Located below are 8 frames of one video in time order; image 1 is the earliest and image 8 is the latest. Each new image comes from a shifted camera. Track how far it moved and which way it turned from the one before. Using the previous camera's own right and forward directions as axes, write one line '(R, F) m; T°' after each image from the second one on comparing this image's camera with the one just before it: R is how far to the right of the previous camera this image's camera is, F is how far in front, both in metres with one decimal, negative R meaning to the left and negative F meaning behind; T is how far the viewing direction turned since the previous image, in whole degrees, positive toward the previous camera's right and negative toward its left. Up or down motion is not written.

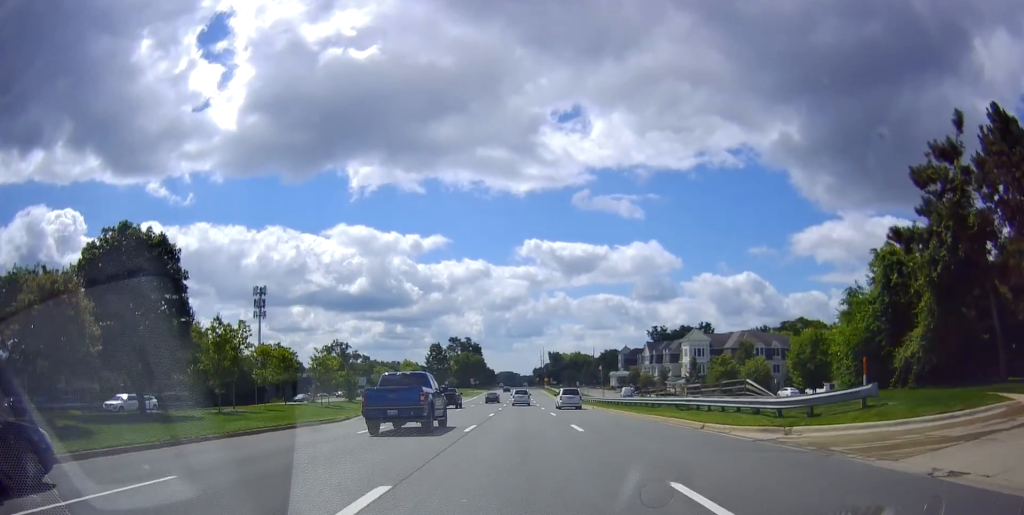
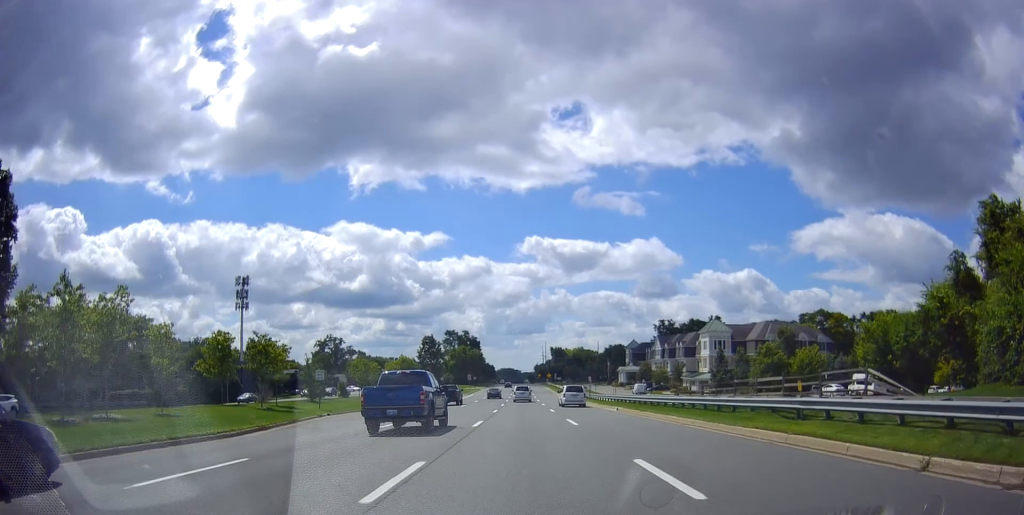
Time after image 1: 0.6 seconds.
(0.0, +12.5) m; 0°
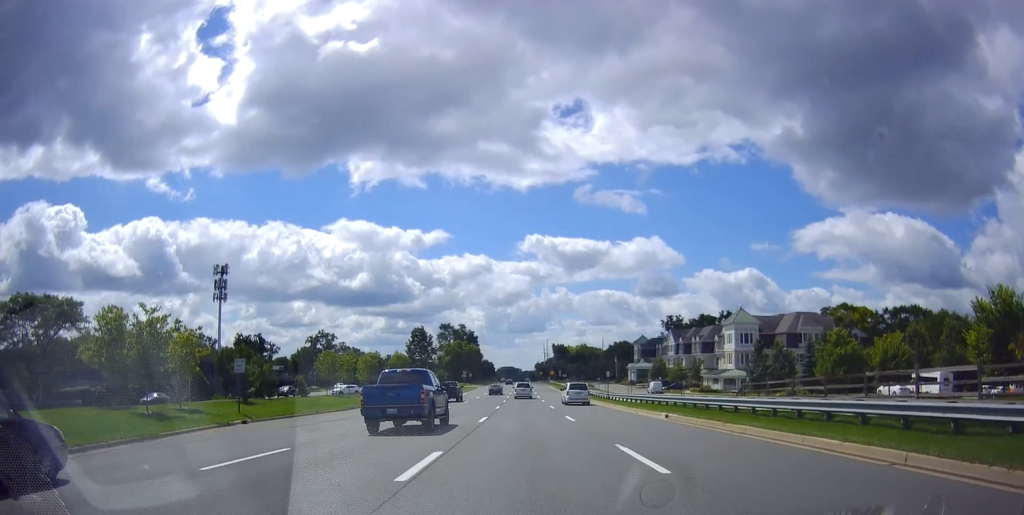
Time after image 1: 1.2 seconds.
(0.0, +13.3) m; 0°
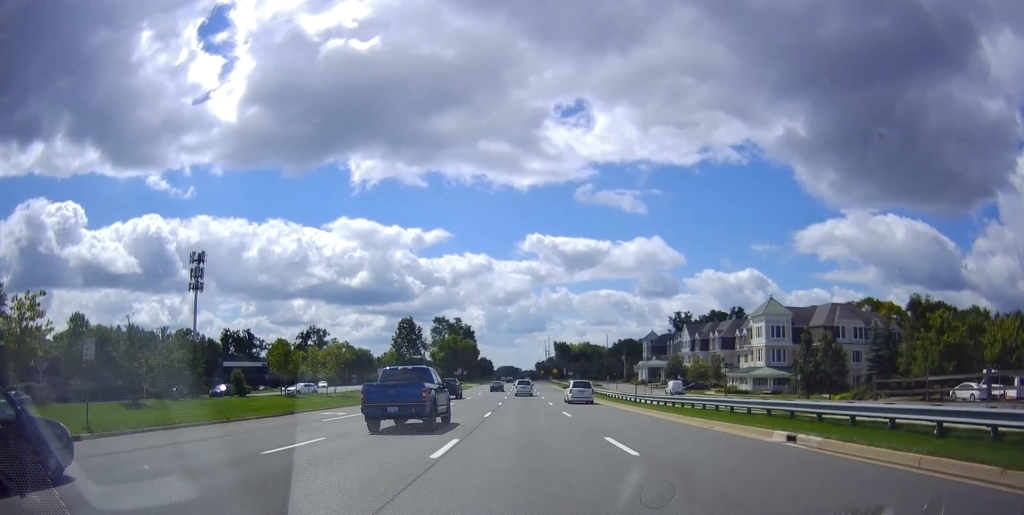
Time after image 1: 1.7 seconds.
(+0.1, +12.6) m; -1°
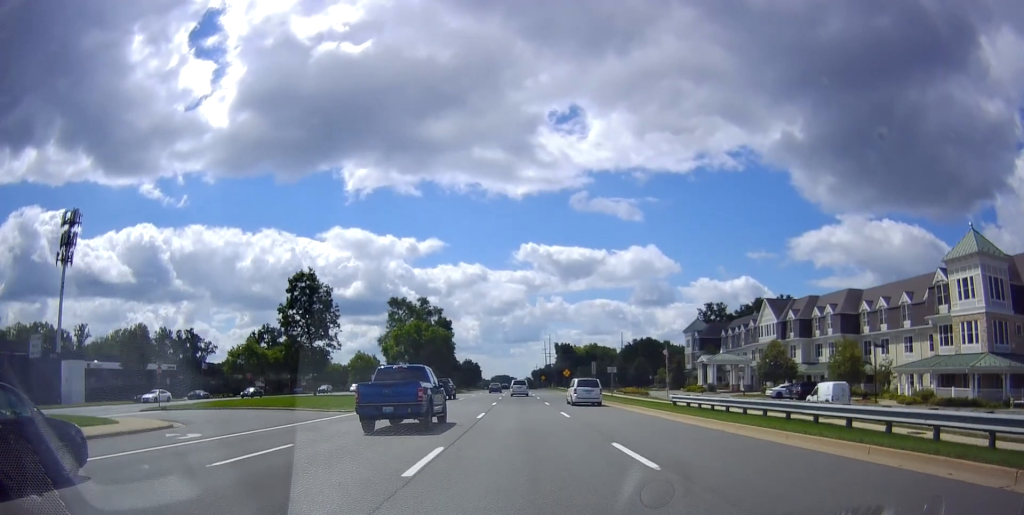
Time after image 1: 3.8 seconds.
(+0.1, +48.3) m; +1°
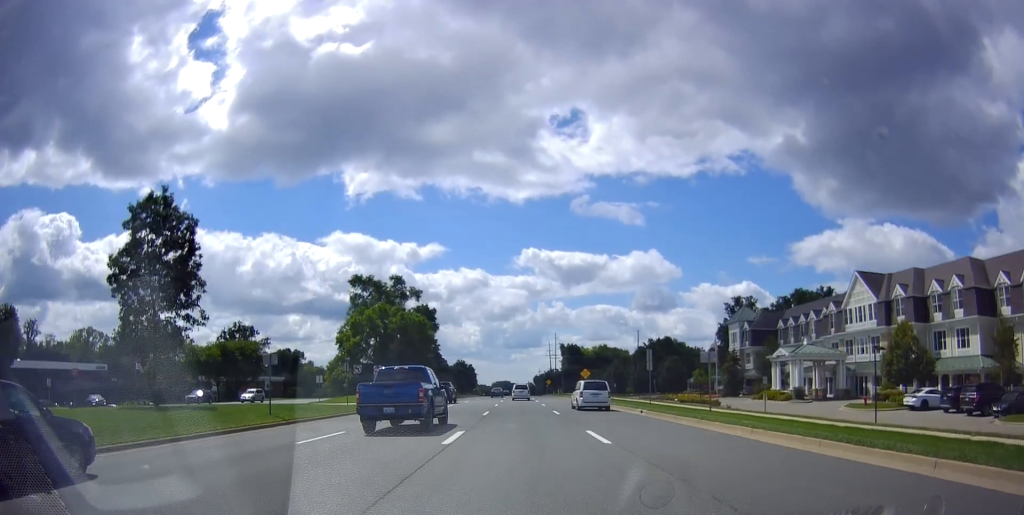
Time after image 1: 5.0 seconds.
(-0.3, +26.4) m; -2°
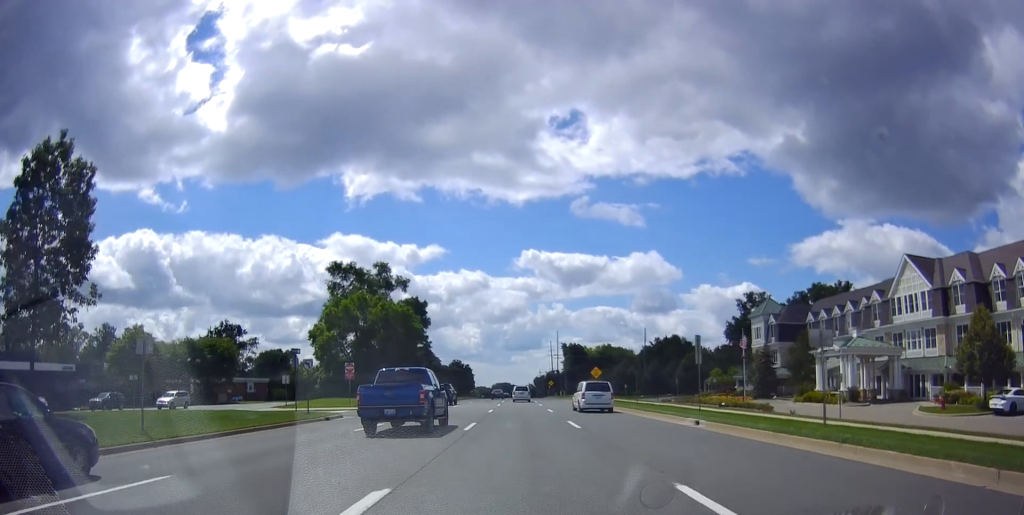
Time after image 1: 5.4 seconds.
(-0.4, +10.1) m; 0°
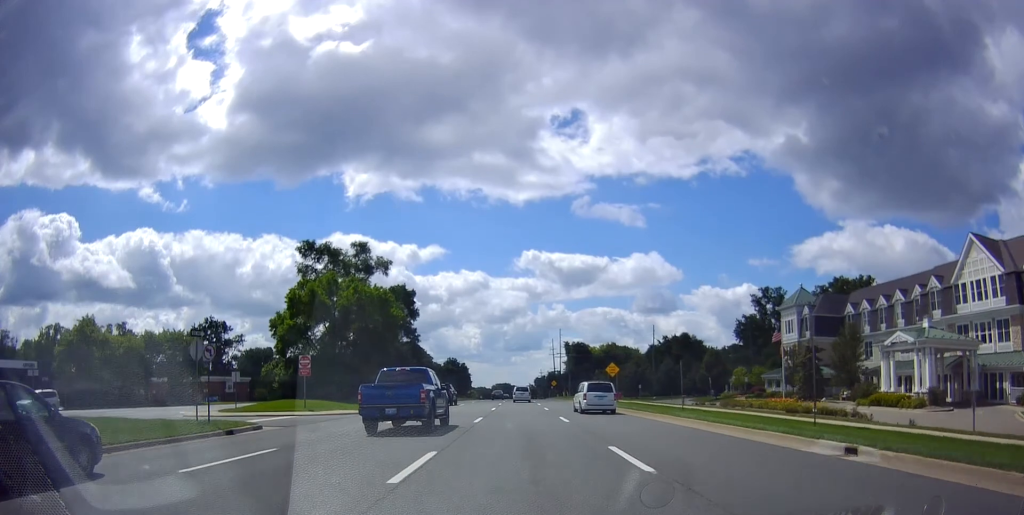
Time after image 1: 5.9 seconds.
(-0.1, +10.8) m; 0°
